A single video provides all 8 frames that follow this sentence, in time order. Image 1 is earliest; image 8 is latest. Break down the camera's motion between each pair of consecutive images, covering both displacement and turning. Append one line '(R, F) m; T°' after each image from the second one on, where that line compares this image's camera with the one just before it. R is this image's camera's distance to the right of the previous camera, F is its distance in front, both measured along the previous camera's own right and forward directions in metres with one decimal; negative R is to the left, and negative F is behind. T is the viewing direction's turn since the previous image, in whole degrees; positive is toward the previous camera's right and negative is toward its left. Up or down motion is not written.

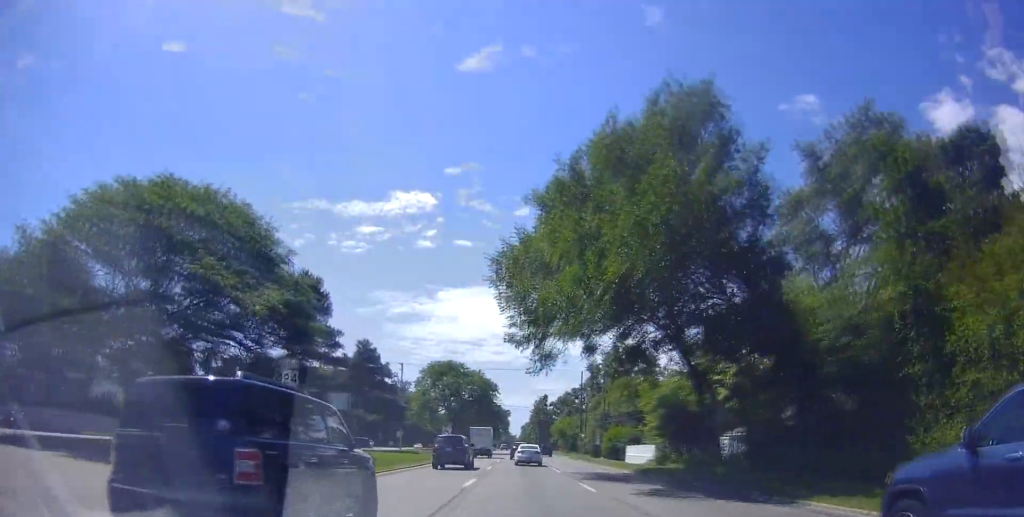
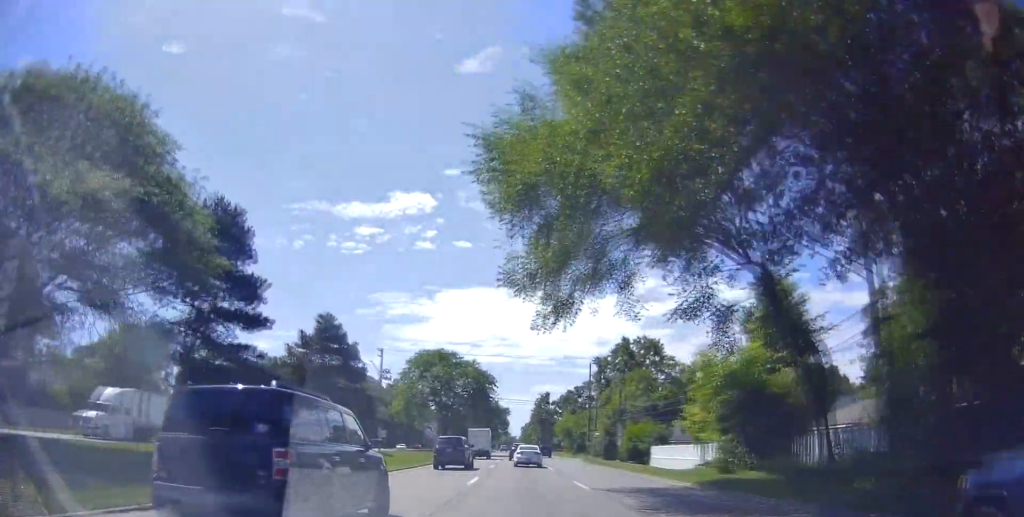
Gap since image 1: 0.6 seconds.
(-0.5, +12.0) m; 0°
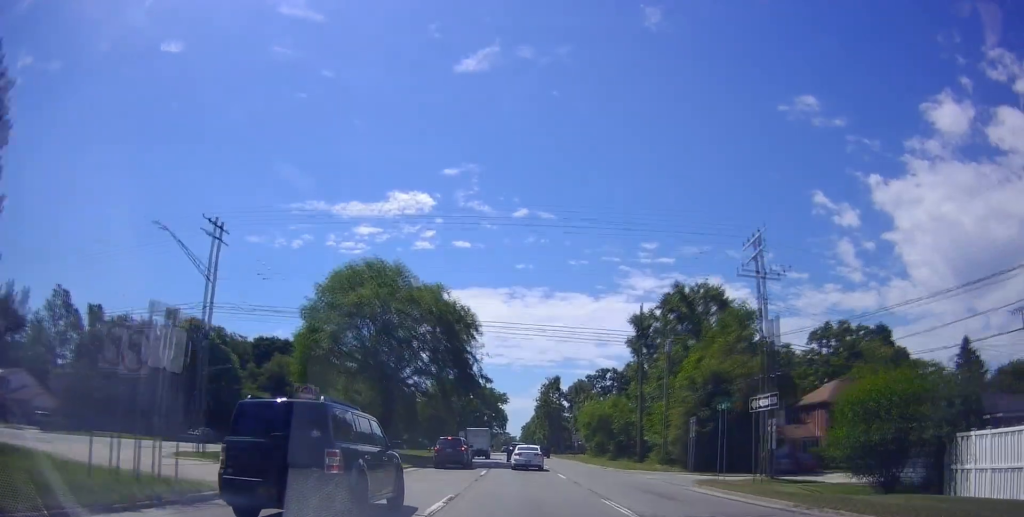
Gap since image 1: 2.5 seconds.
(+0.8, +39.7) m; +1°
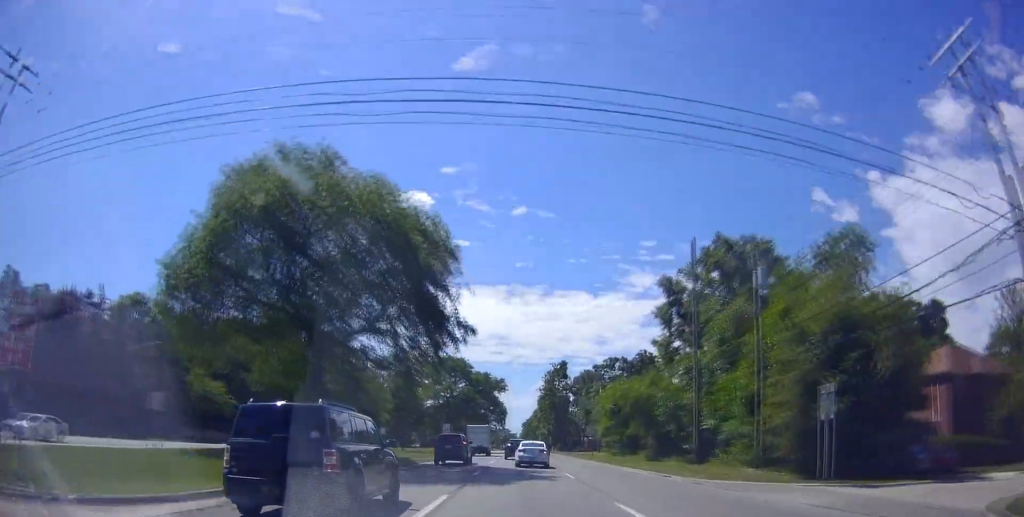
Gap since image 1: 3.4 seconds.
(+0.3, +18.0) m; +1°
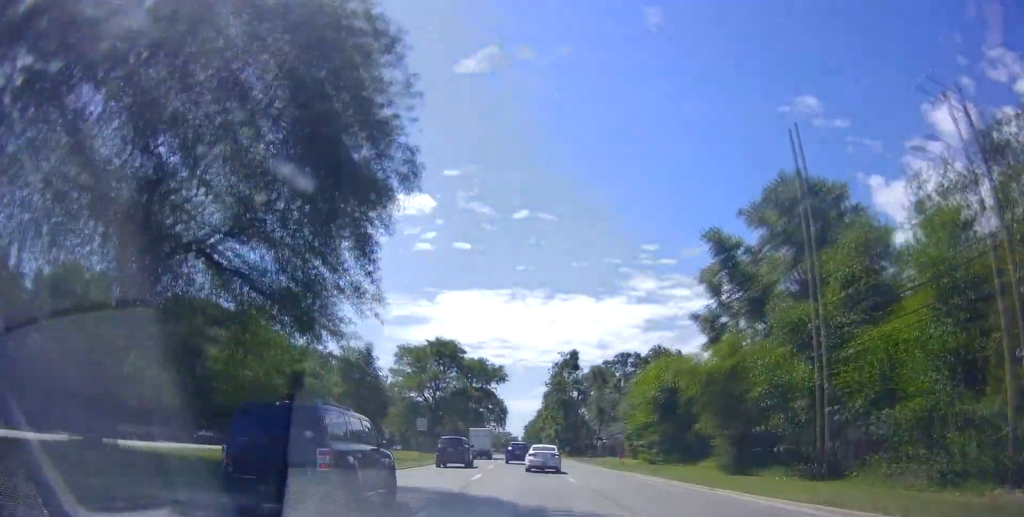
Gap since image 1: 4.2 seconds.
(+0.1, +16.7) m; -1°
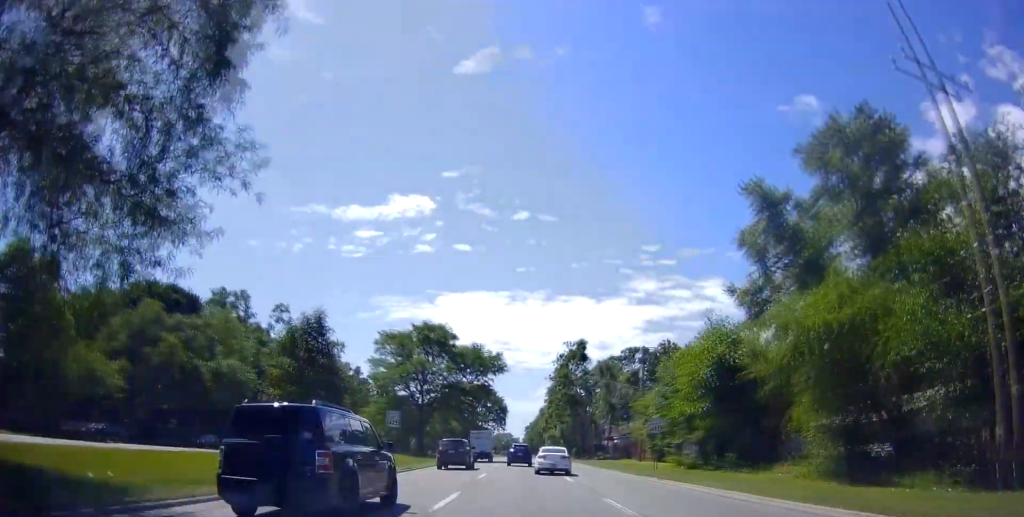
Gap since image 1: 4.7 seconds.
(+0.1, +10.5) m; -1°
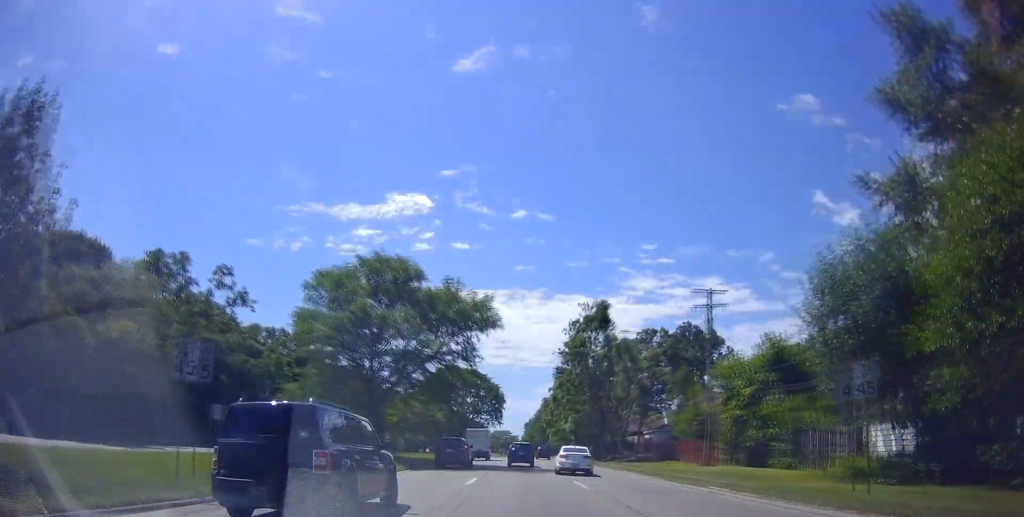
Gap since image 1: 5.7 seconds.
(-0.7, +21.8) m; 0°
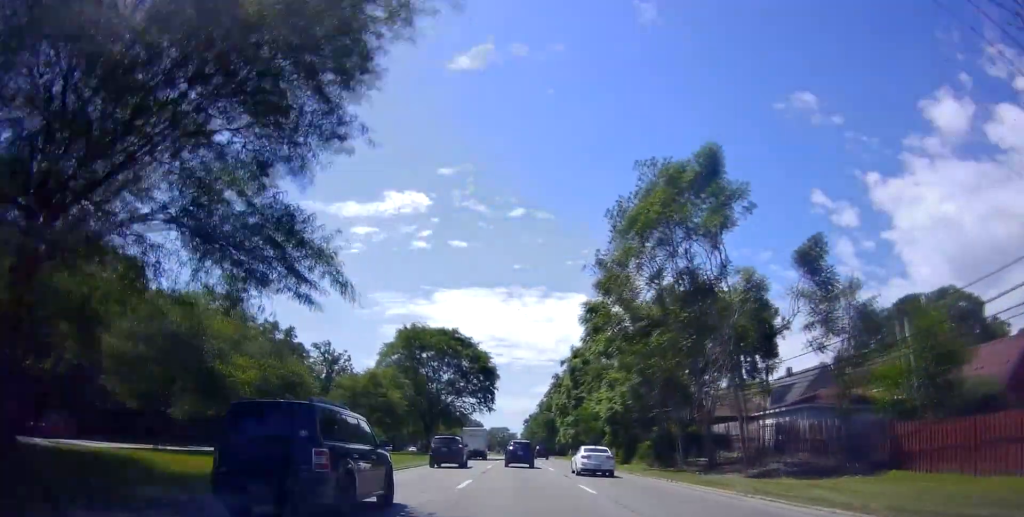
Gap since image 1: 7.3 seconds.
(+1.1, +31.9) m; +2°
